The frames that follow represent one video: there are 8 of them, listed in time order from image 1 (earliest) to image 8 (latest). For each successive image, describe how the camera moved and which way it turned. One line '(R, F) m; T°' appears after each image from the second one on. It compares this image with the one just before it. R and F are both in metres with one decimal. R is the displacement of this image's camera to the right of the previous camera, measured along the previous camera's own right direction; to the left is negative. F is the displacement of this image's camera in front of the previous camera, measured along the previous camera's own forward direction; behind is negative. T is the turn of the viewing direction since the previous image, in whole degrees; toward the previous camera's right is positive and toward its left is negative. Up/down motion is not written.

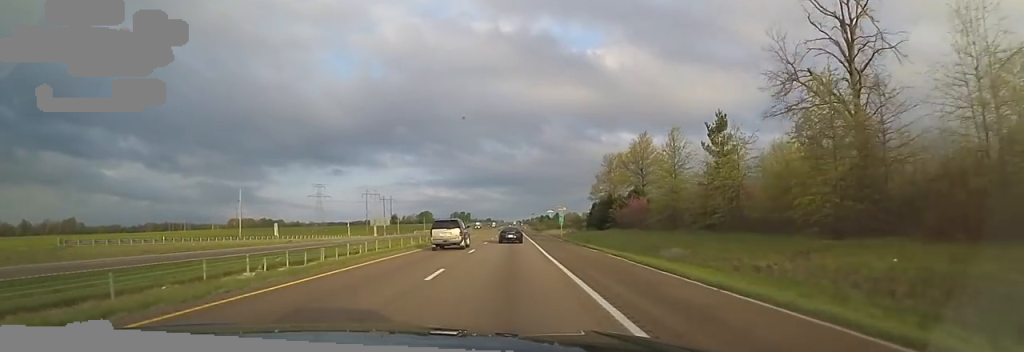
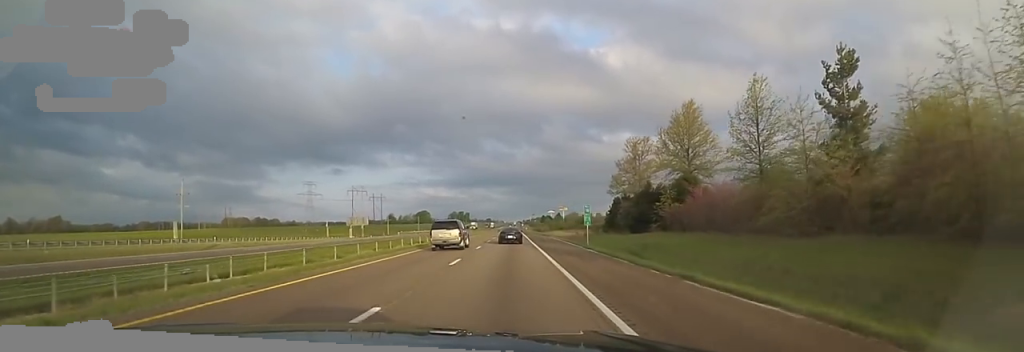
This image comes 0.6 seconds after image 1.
(-0.1, +19.6) m; +1°
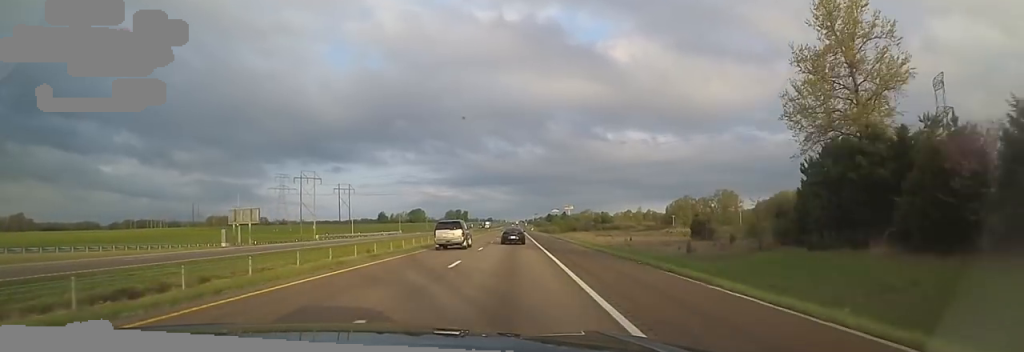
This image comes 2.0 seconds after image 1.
(+1.9, +50.7) m; +1°
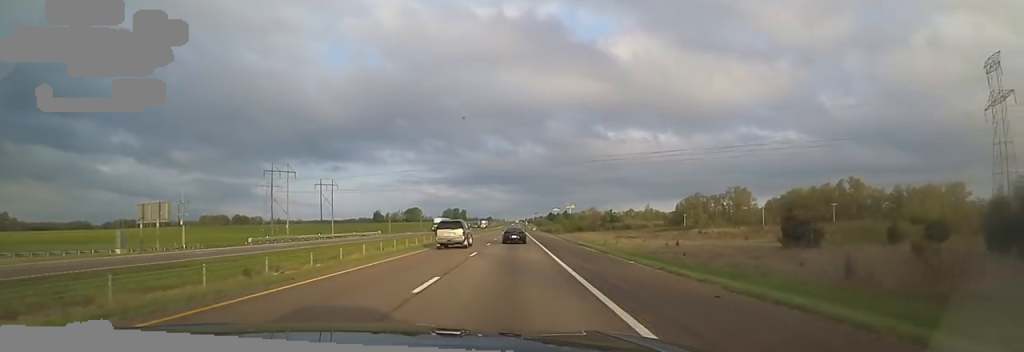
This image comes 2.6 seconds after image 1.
(-0.7, +18.3) m; -1°
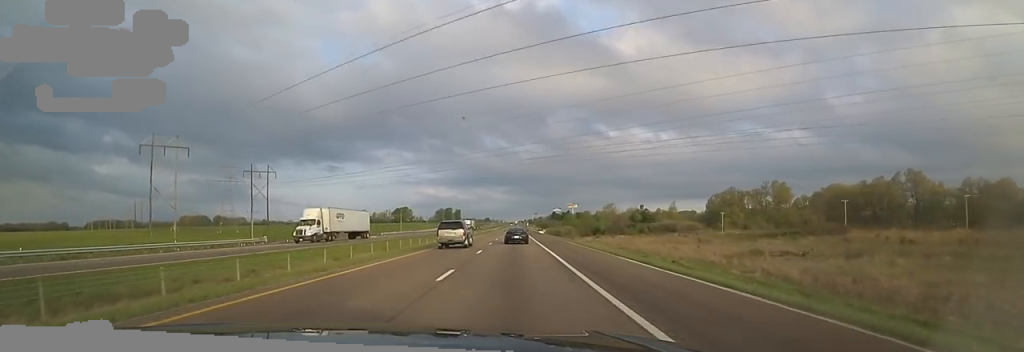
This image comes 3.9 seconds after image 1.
(-1.0, +46.9) m; -1°
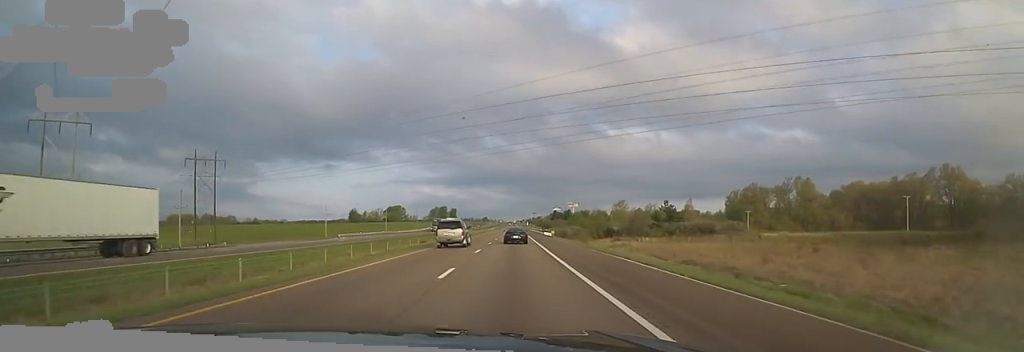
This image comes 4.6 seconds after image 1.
(0.0, +24.1) m; +1°
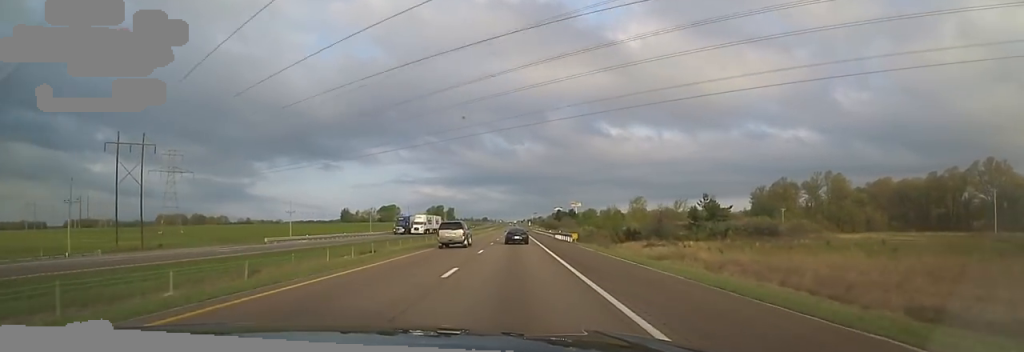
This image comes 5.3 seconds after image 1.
(+0.2, +24.2) m; +1°
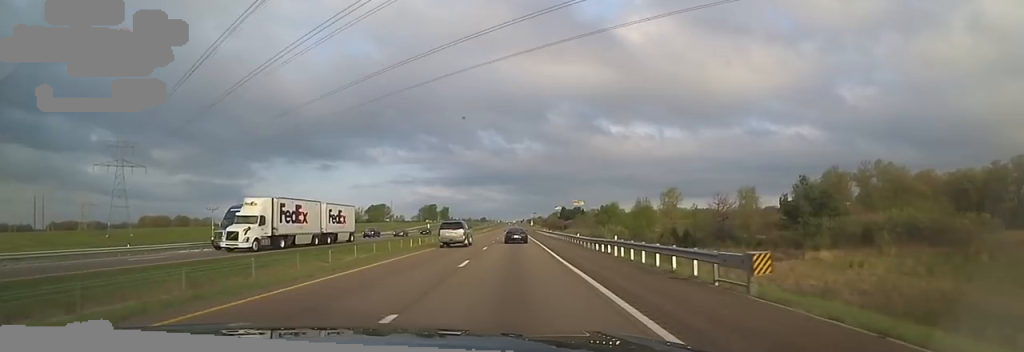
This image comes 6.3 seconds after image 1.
(+0.7, +33.7) m; -1°
